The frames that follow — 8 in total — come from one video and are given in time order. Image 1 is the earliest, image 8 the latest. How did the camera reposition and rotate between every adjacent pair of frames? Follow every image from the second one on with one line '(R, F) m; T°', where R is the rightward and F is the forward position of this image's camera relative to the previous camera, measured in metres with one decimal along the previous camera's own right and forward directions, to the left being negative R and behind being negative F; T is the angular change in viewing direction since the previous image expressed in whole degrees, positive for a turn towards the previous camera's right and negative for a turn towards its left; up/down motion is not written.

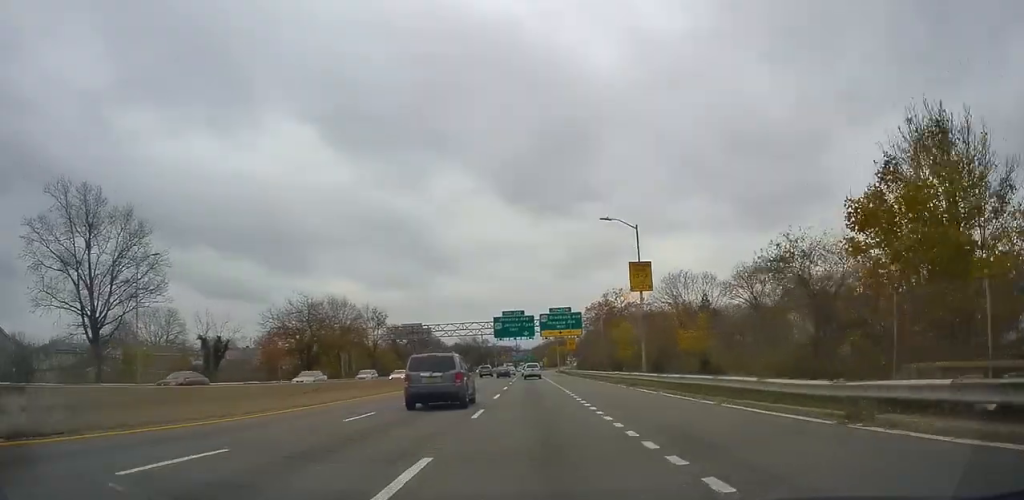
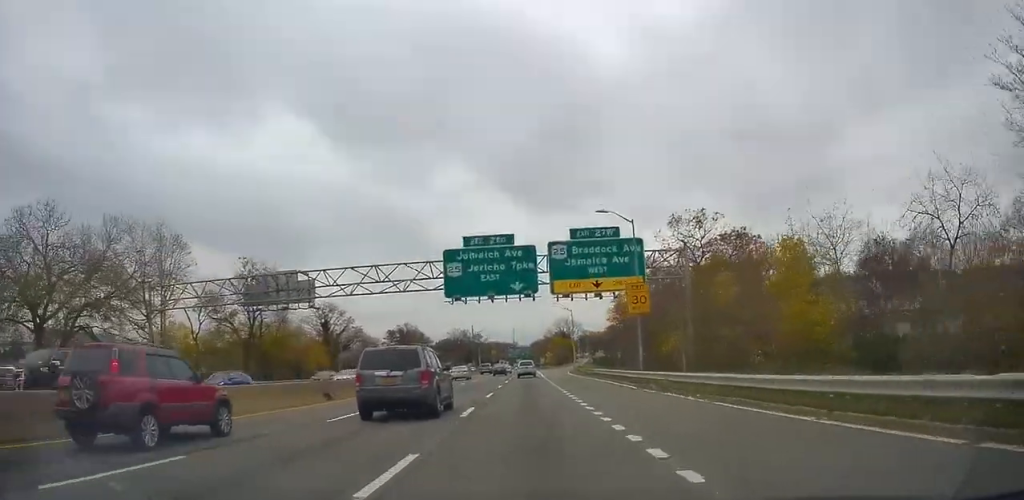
(+0.1, +50.5) m; 0°
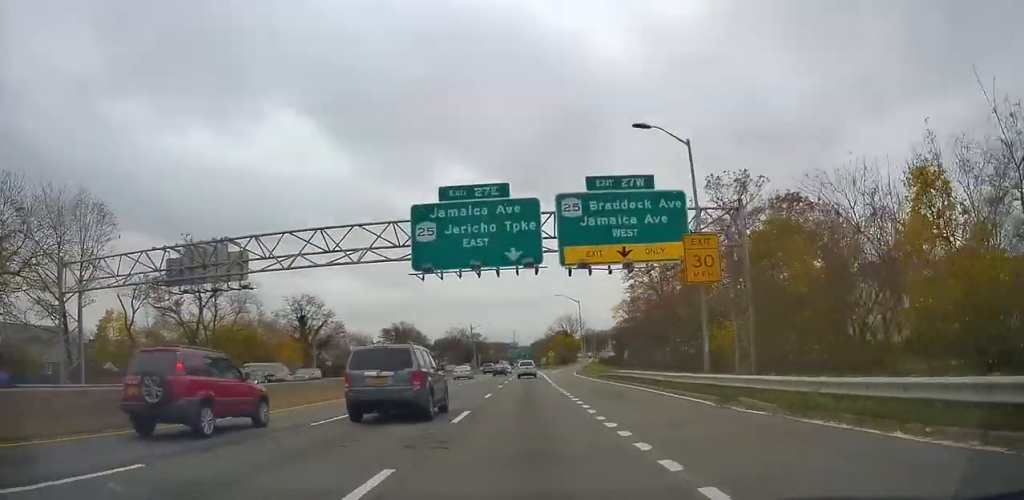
(0.0, +11.1) m; 0°
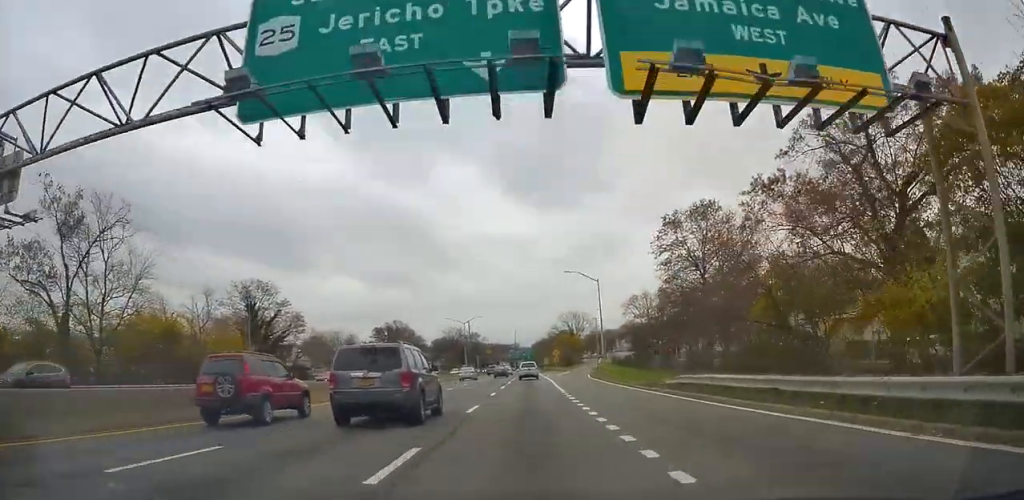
(+0.1, +17.8) m; 0°
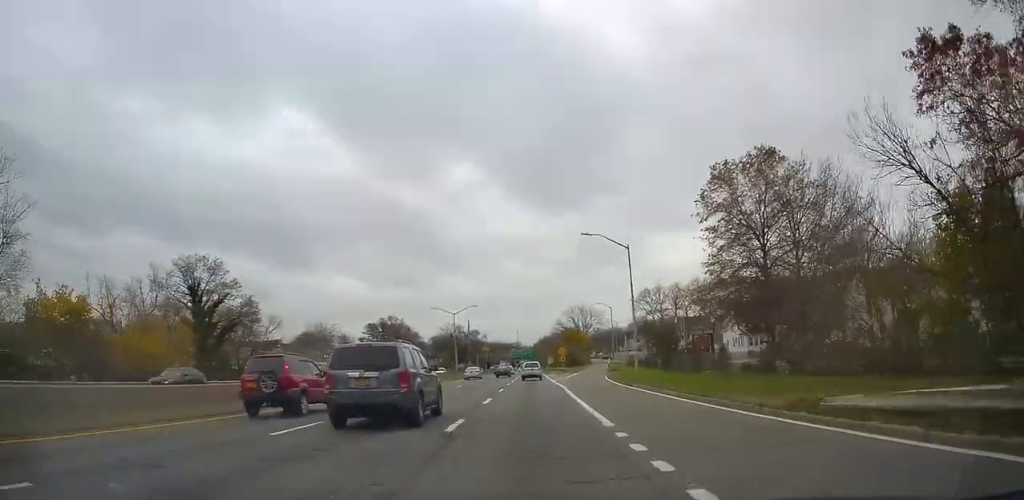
(0.0, +14.4) m; 0°
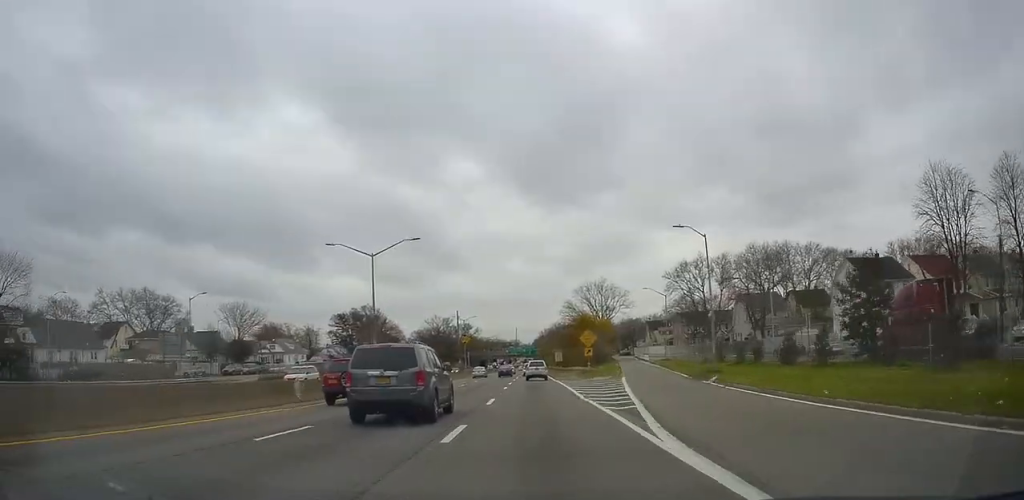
(-0.5, +40.7) m; -1°
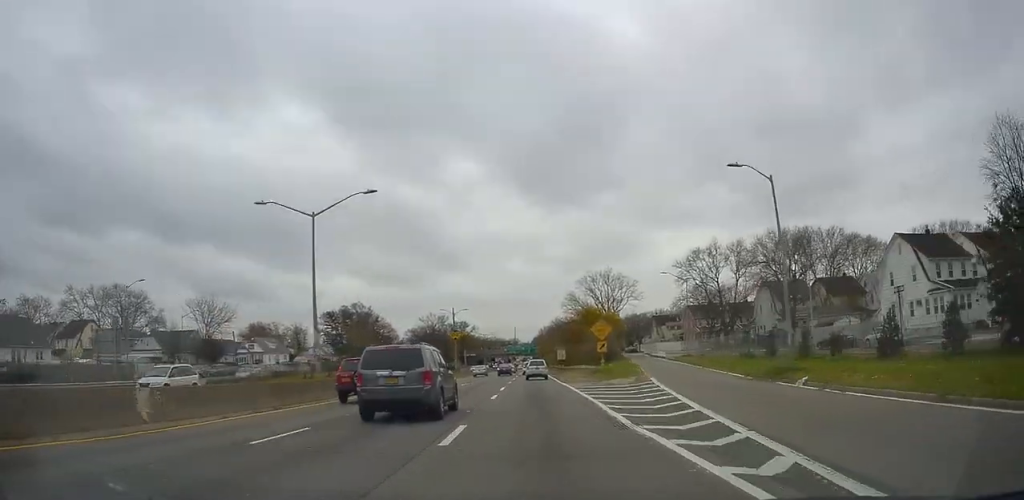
(+0.1, +10.4) m; 0°
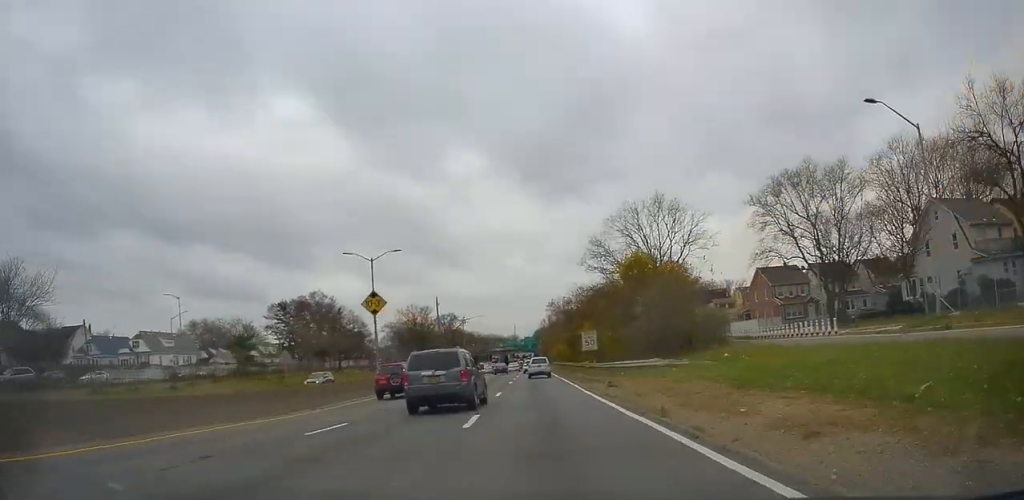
(+0.5, +41.0) m; 0°
